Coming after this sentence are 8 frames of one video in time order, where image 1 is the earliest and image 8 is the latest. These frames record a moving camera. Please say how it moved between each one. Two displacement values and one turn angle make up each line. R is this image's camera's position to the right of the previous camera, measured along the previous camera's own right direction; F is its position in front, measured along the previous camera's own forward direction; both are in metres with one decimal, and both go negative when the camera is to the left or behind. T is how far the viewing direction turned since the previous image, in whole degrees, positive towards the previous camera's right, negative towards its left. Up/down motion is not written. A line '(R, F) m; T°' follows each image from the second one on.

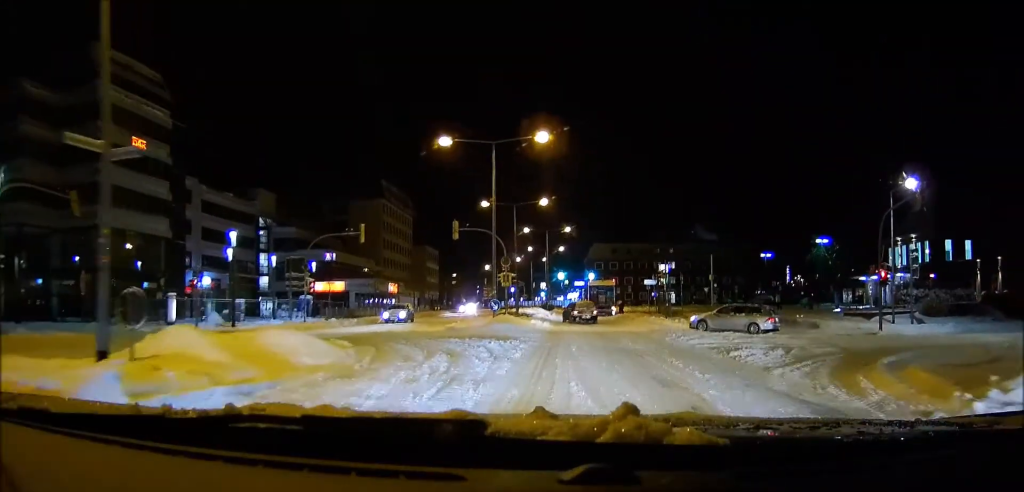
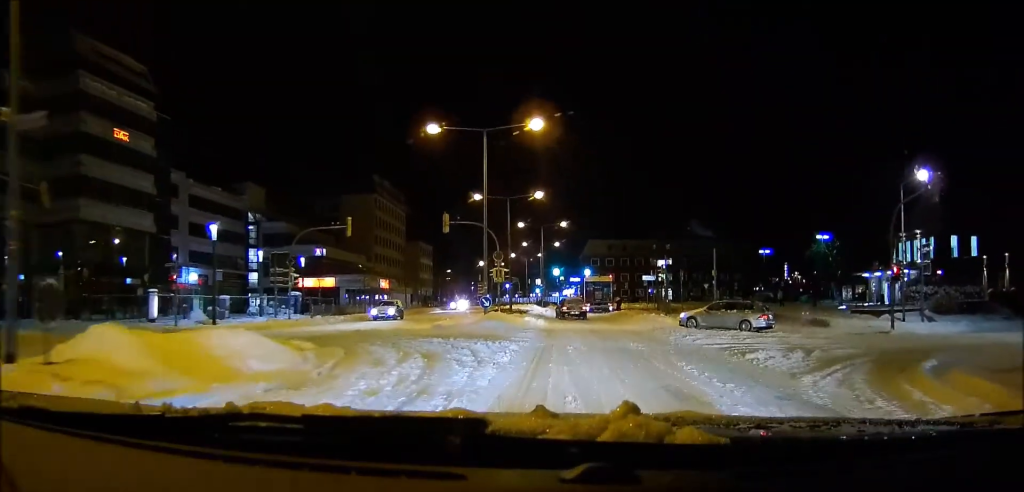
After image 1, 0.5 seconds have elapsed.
(0.0, +2.0) m; 0°
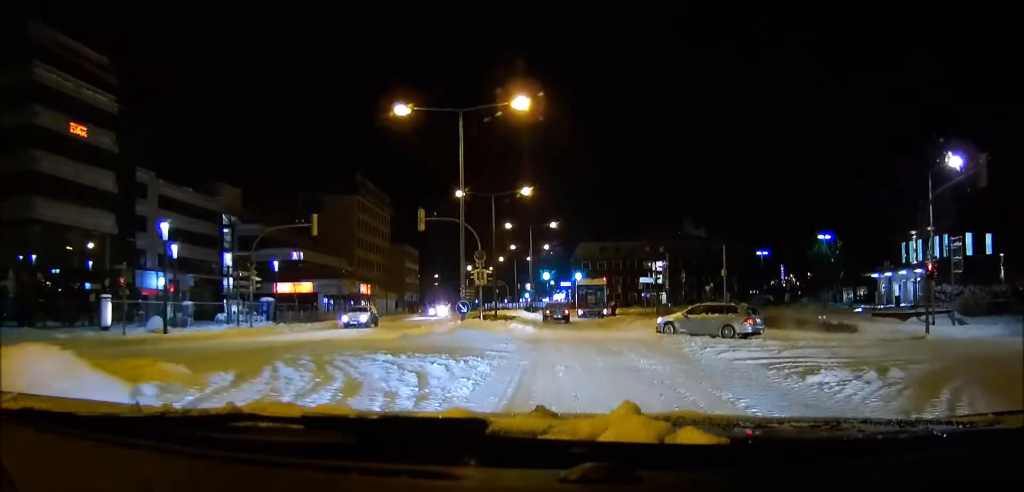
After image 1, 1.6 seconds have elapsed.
(-0.1, +4.9) m; -1°
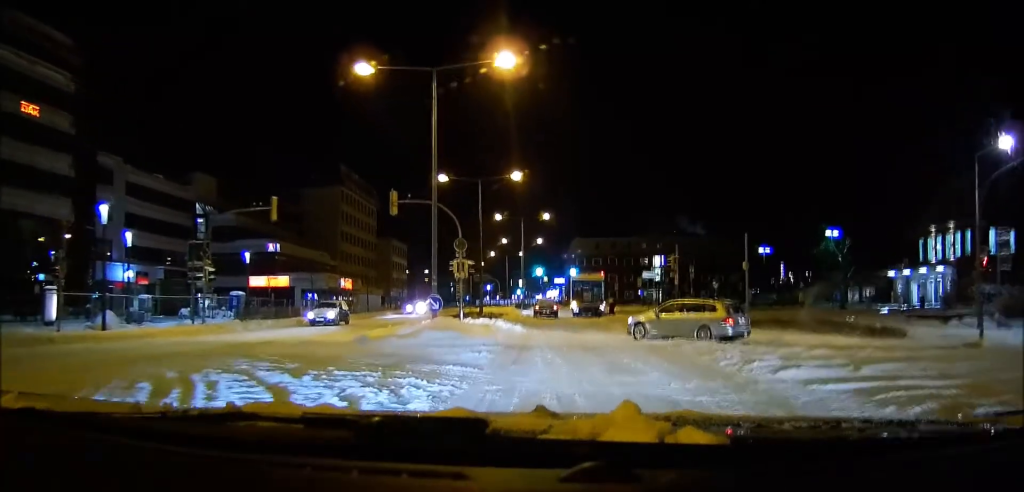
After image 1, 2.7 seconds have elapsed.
(0.0, +5.5) m; 0°
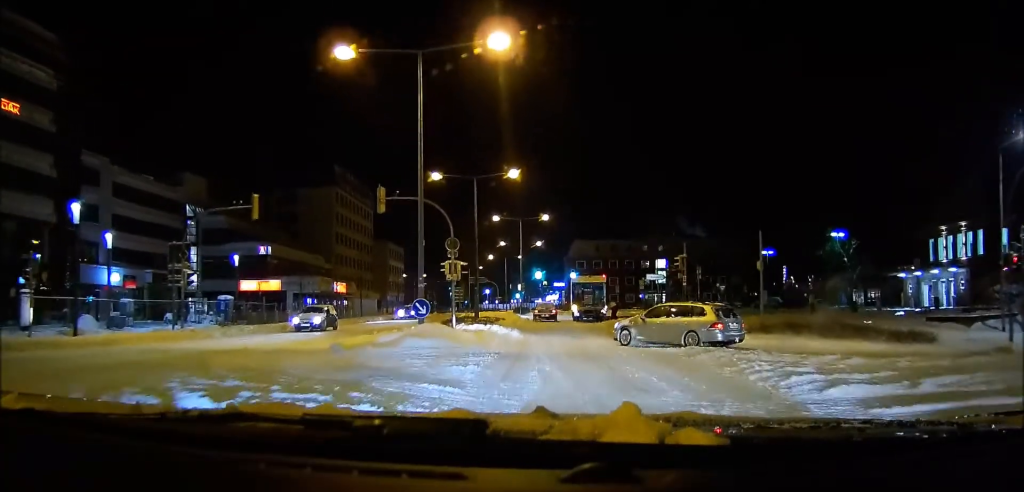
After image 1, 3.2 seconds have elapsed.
(0.0, +2.5) m; 0°
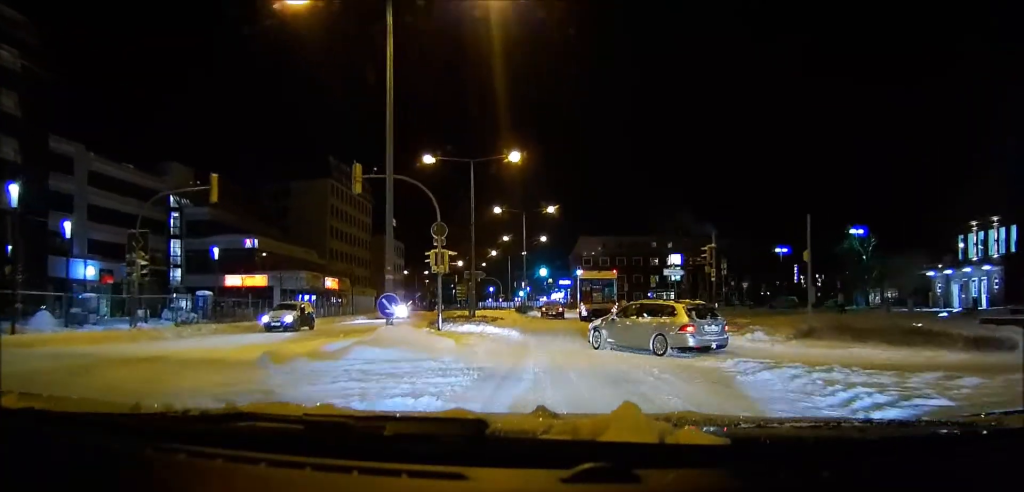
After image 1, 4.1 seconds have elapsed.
(0.0, +4.8) m; 0°
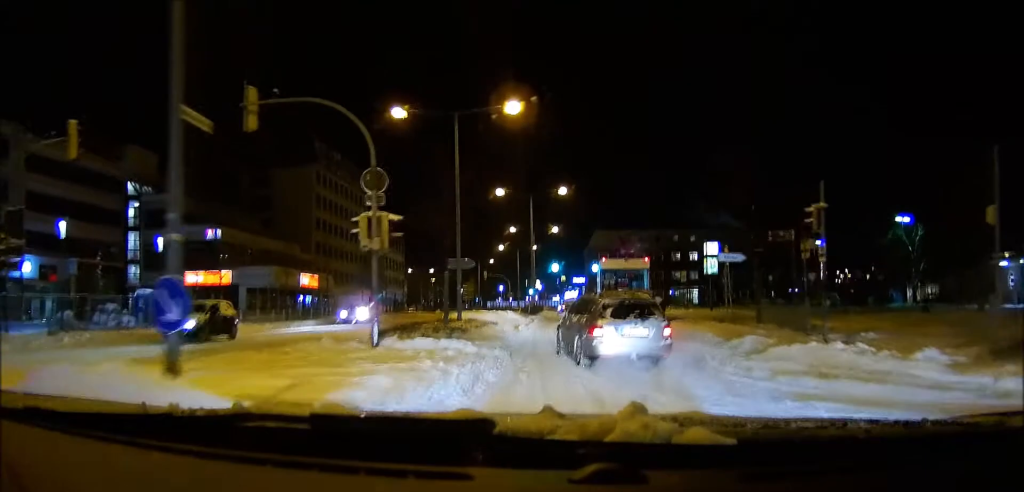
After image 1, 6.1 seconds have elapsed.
(0.0, +10.5) m; 0°
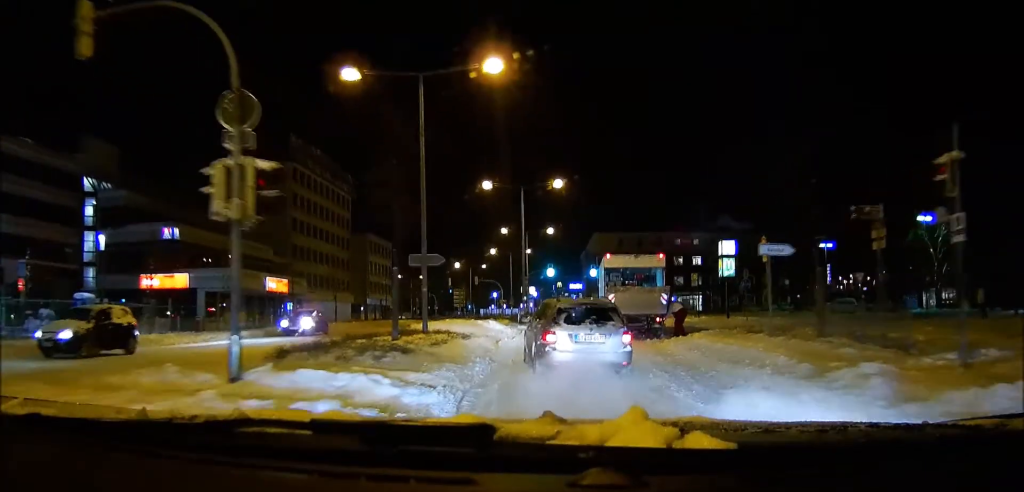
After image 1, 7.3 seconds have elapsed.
(0.0, +6.4) m; 0°
